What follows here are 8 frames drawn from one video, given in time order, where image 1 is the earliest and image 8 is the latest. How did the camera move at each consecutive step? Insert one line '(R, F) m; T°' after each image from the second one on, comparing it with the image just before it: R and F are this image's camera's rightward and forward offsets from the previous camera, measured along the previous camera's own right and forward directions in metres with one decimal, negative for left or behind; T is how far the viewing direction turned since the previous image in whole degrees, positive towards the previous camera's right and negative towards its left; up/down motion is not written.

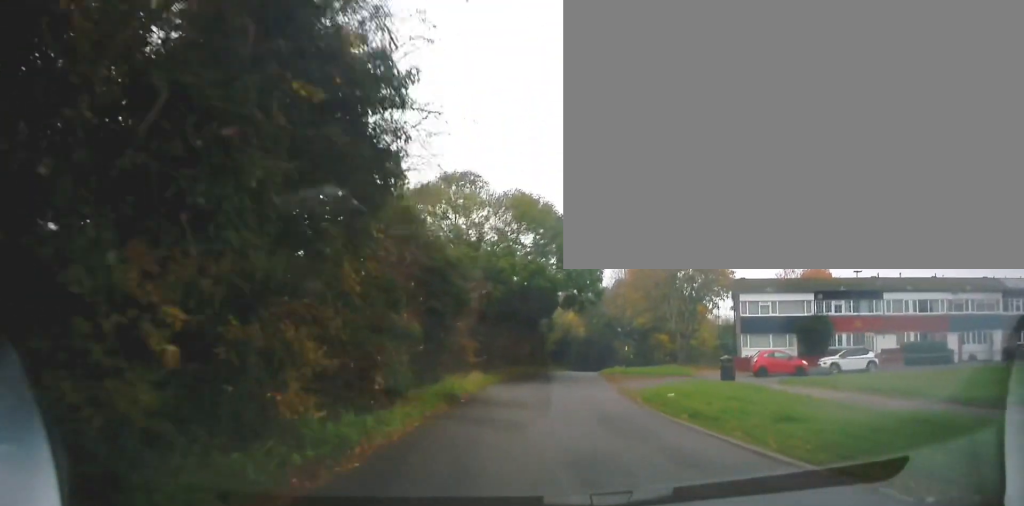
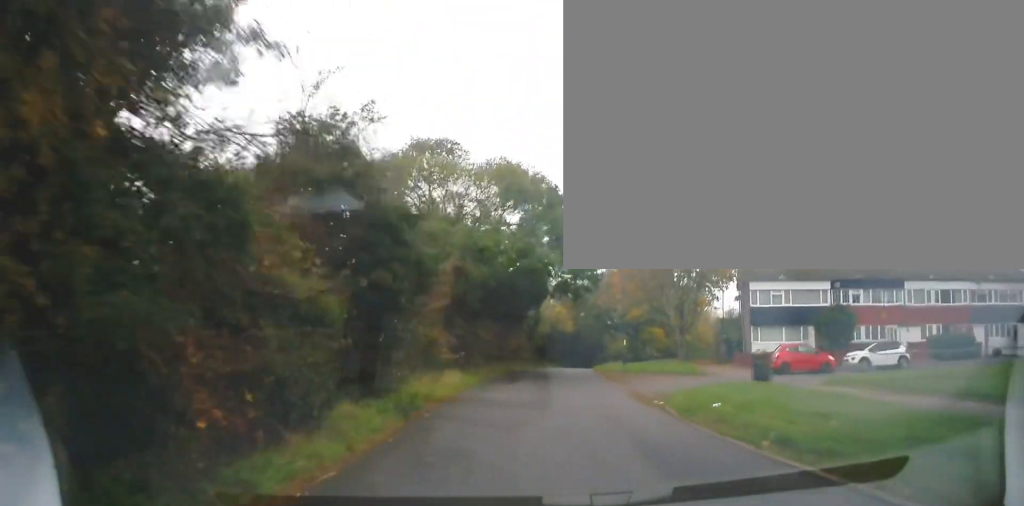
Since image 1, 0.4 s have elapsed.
(+0.4, +4.3) m; +1°
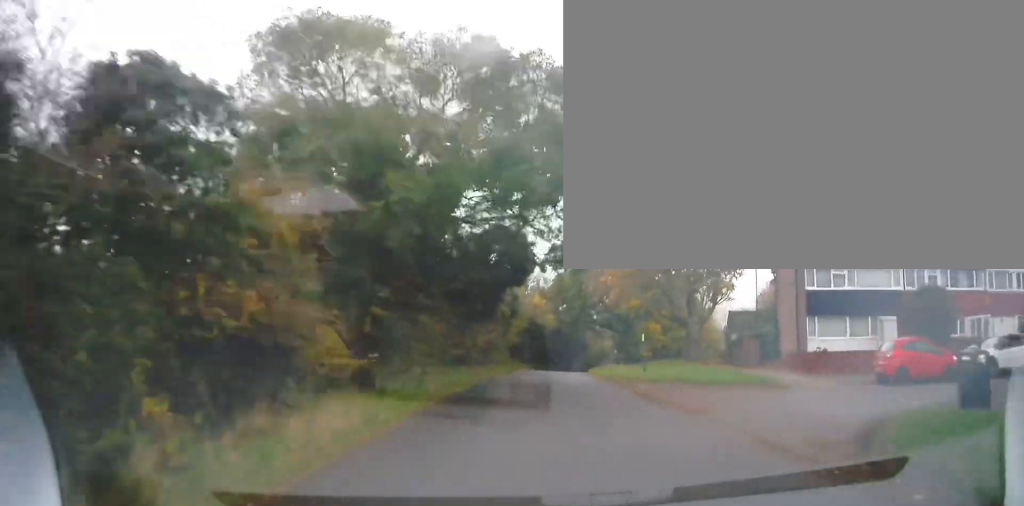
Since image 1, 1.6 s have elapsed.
(+0.3, +11.3) m; +2°
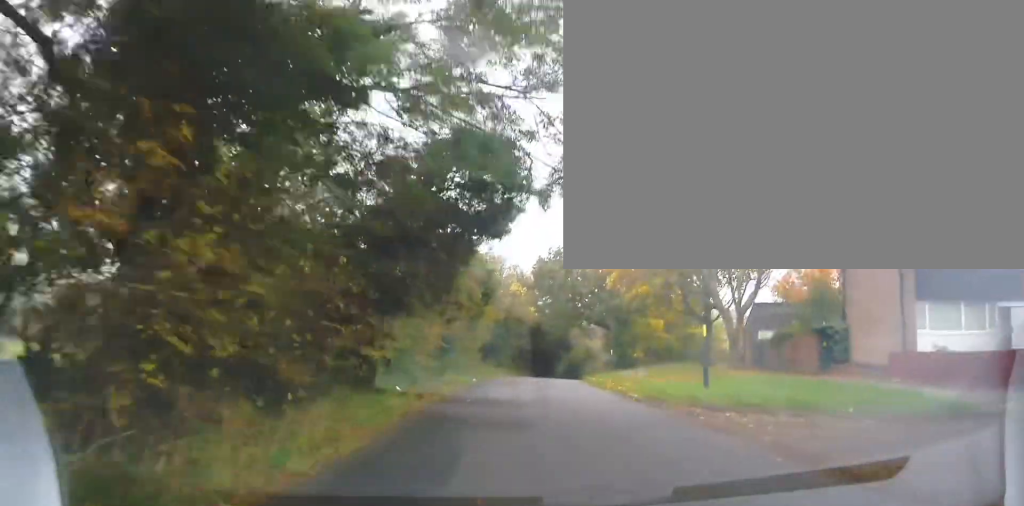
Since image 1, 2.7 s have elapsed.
(+0.2, +11.5) m; 0°
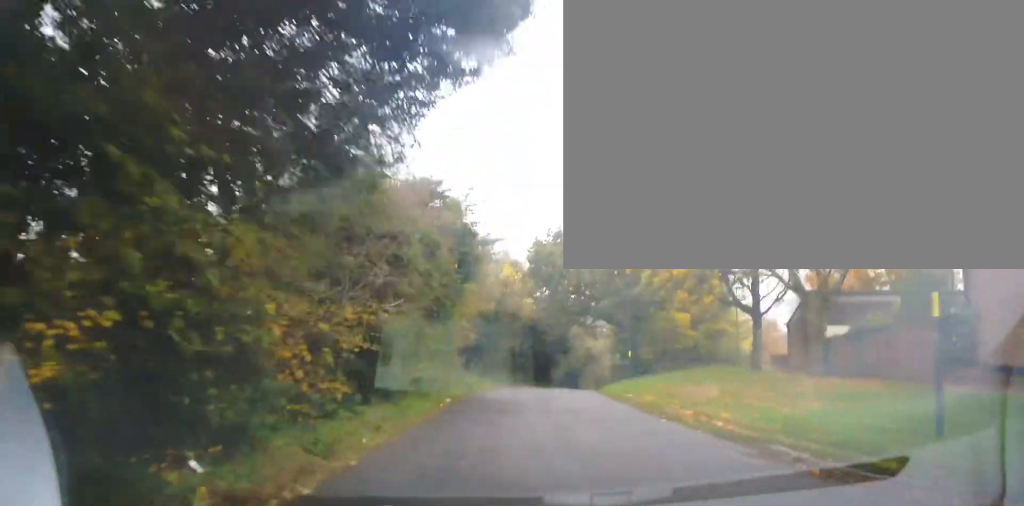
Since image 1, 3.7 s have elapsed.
(-0.4, +9.2) m; -1°
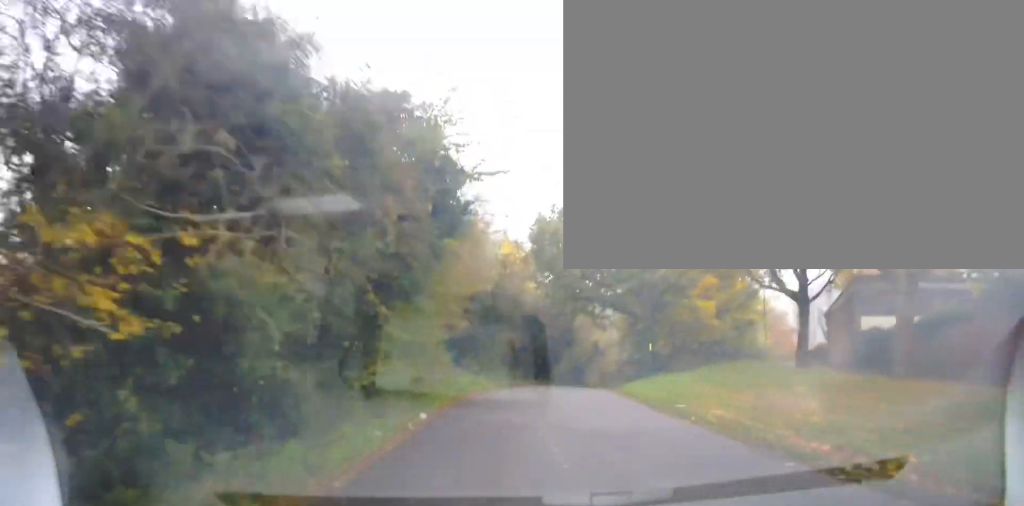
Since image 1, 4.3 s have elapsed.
(0.0, +5.6) m; +2°
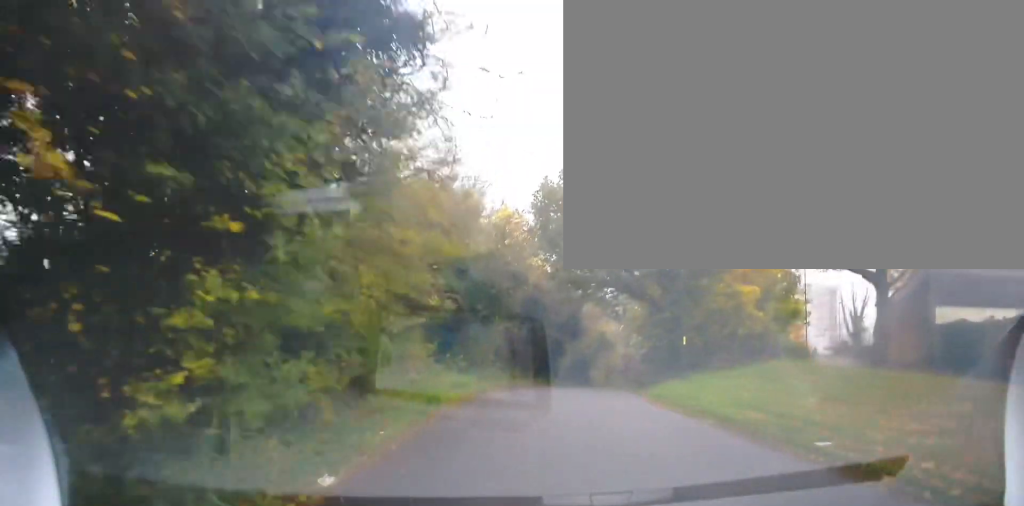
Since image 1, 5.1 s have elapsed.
(+0.2, +6.9) m; +4°
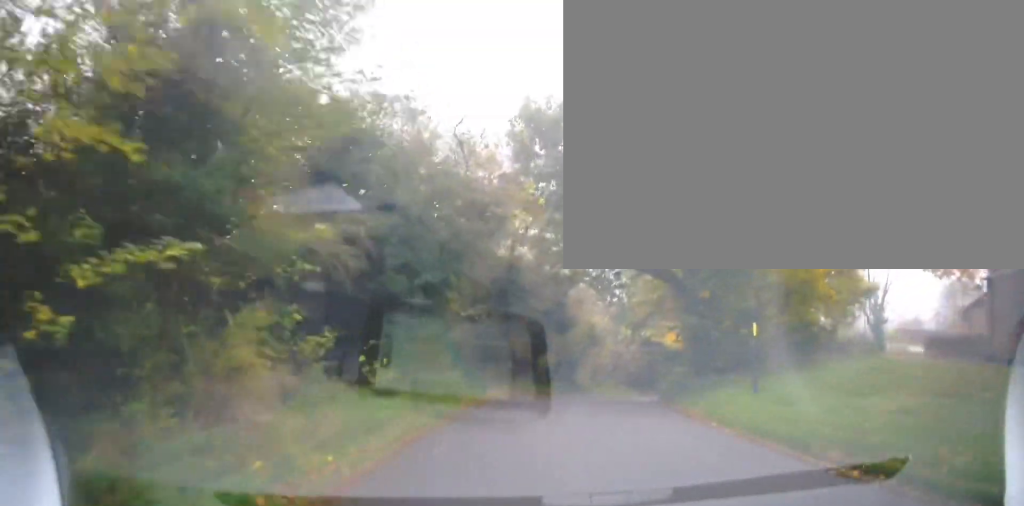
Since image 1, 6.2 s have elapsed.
(+0.3, +9.2) m; 0°
